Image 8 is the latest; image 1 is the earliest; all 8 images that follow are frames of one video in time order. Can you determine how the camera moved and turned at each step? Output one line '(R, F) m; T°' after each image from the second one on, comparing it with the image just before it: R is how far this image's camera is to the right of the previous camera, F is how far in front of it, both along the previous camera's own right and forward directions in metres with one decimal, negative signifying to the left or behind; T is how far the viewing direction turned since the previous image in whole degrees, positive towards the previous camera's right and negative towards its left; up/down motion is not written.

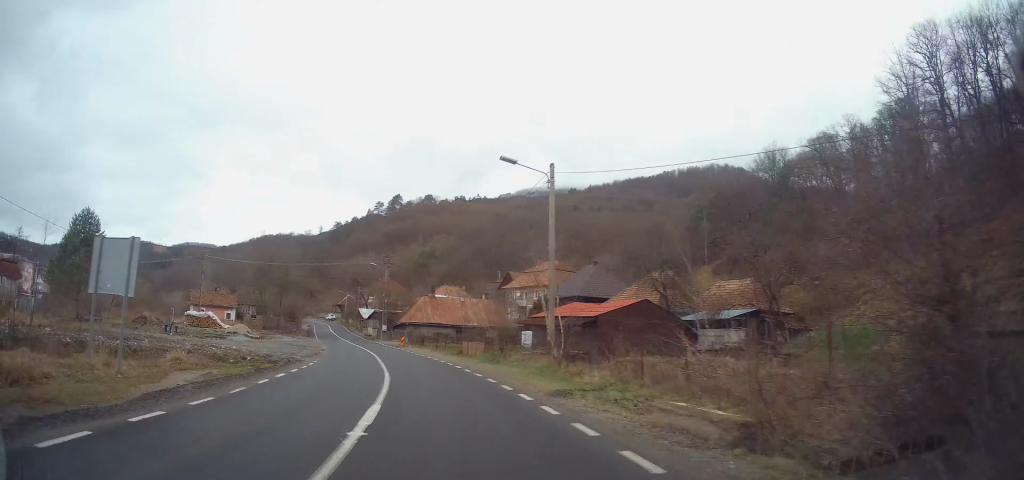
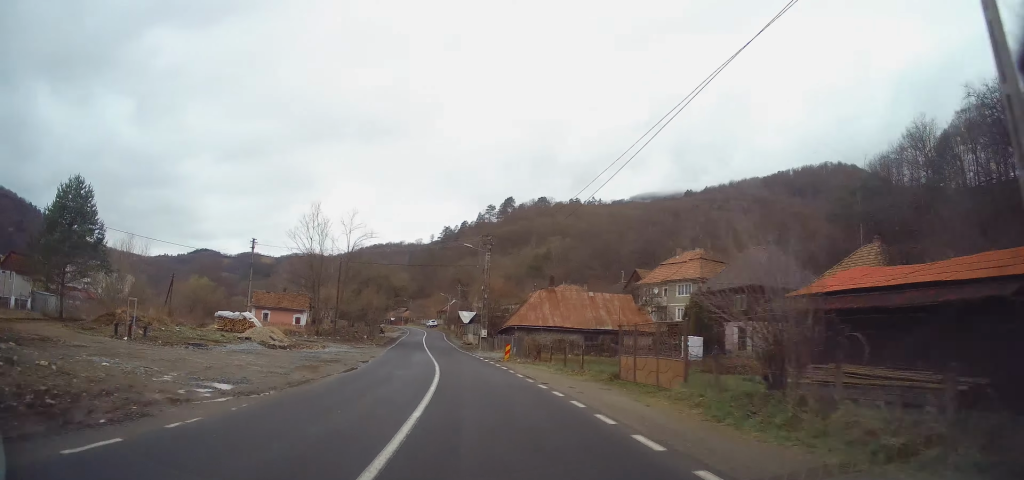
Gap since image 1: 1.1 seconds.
(-2.3, +16.8) m; -13°
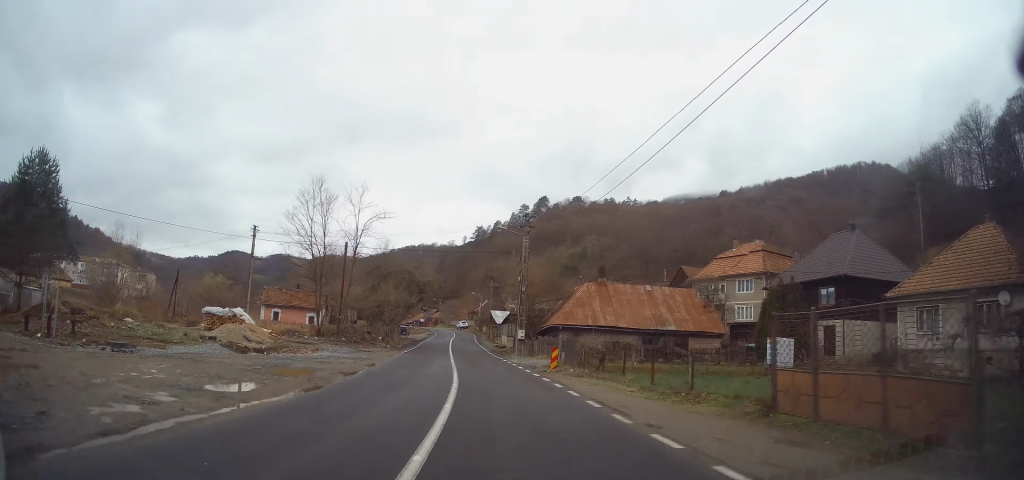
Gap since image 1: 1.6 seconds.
(-0.7, +7.8) m; -3°
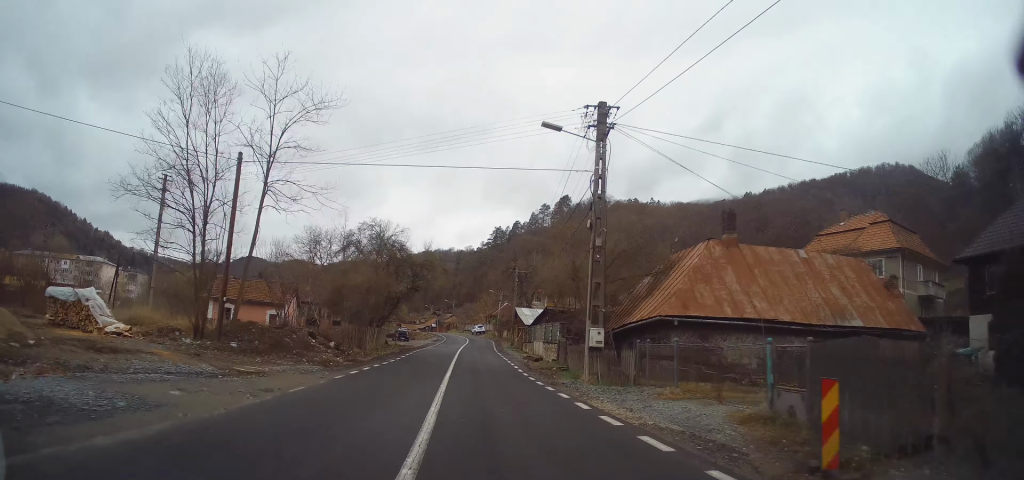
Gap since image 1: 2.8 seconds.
(-0.8, +18.4) m; -5°
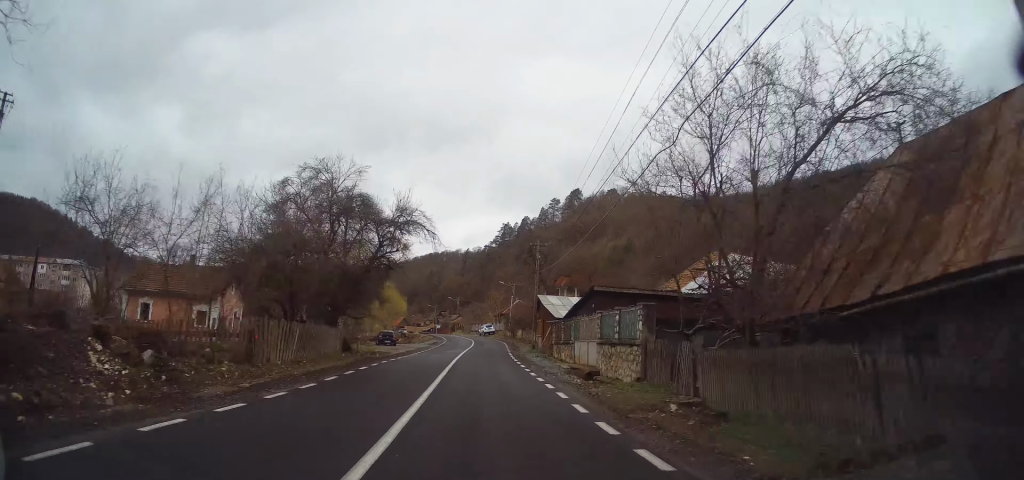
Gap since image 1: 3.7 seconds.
(-0.5, +15.0) m; -2°
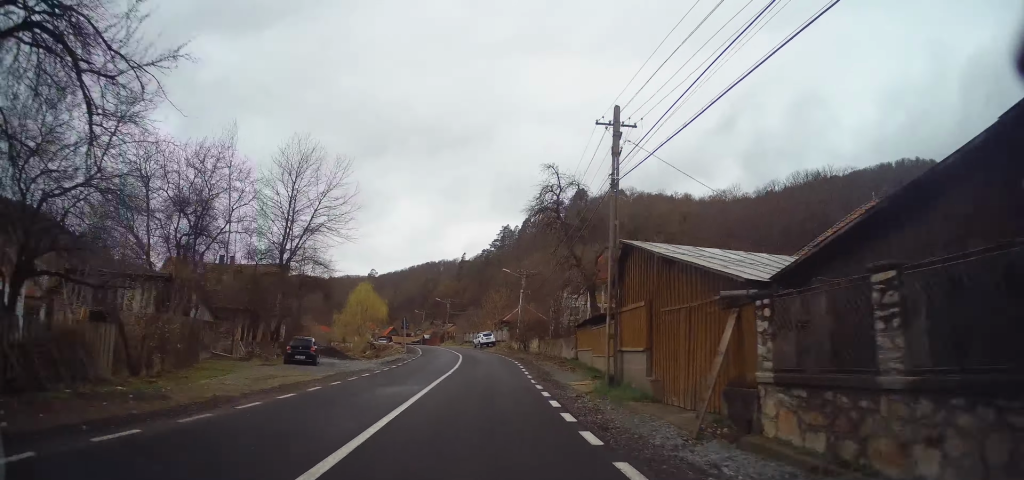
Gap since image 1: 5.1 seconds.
(0.0, +23.2) m; +1°
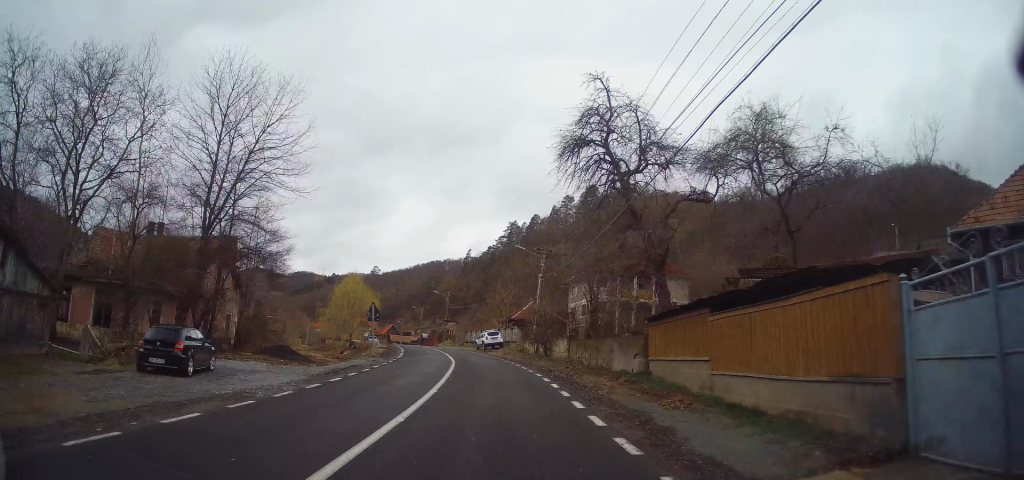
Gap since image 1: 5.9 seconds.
(+0.4, +13.0) m; 0°
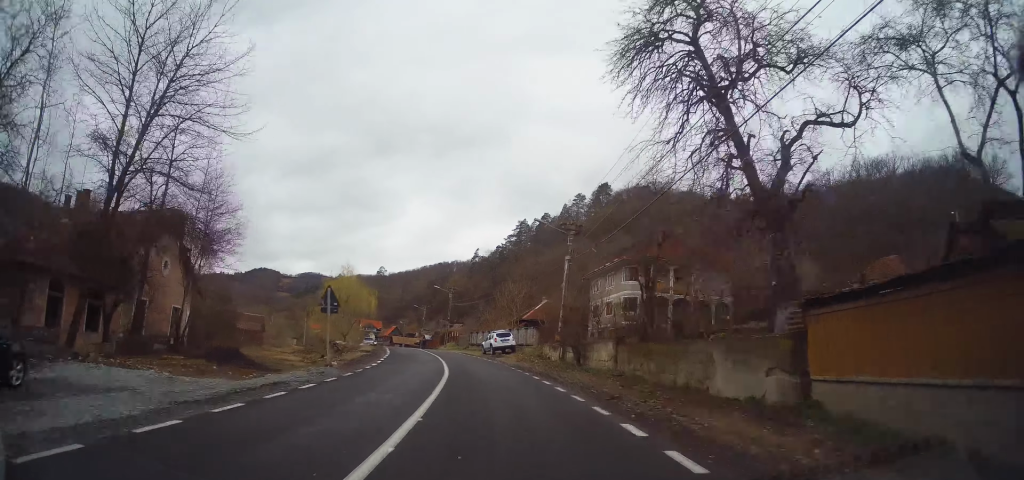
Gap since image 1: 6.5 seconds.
(-0.3, +9.2) m; -2°
